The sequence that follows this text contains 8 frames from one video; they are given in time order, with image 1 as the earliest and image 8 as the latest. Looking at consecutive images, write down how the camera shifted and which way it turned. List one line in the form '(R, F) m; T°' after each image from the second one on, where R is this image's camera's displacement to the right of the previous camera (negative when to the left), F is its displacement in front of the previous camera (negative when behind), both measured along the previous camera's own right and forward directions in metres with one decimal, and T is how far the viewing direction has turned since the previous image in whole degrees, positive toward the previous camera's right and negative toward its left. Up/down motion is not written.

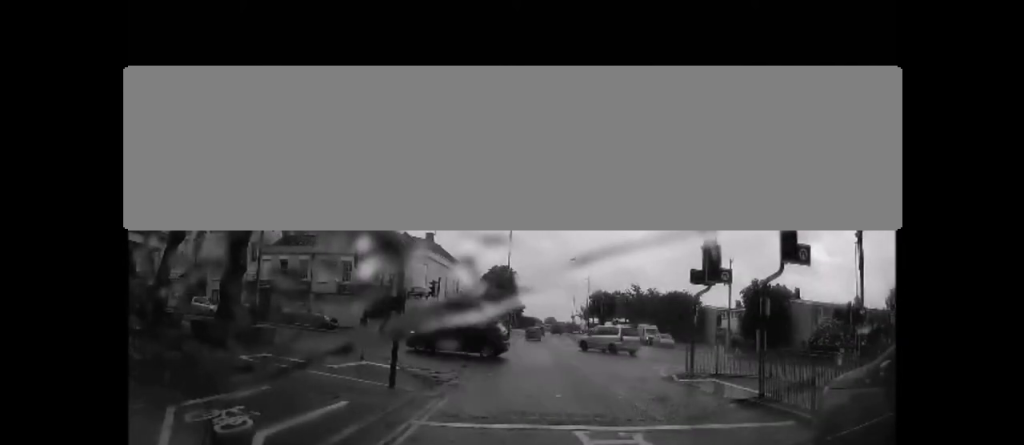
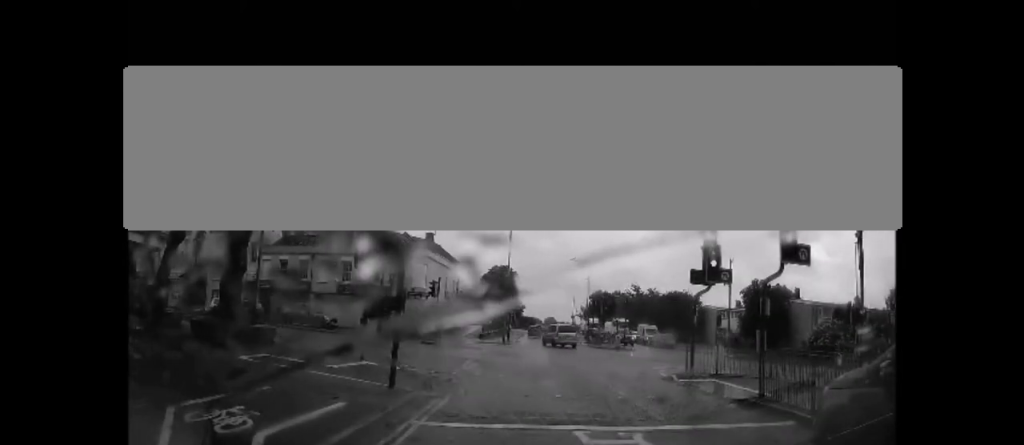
(0.0, 0.0) m; 0°
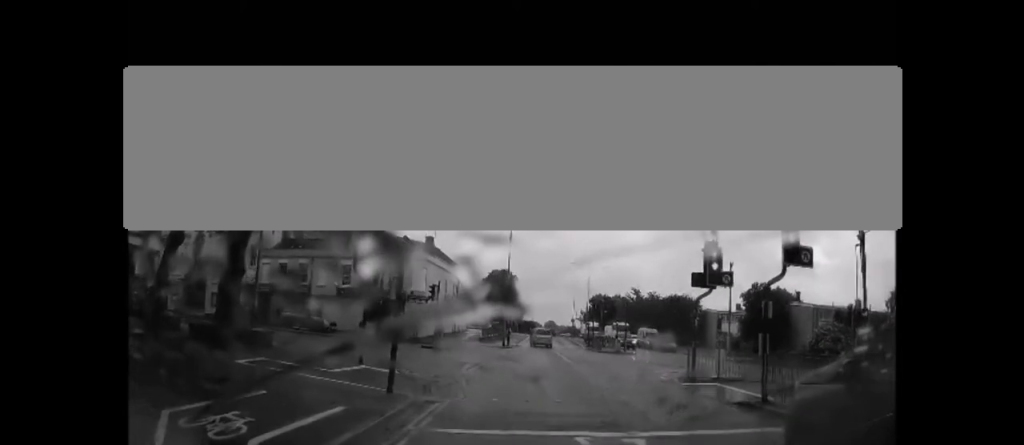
(0.0, 0.0) m; 0°
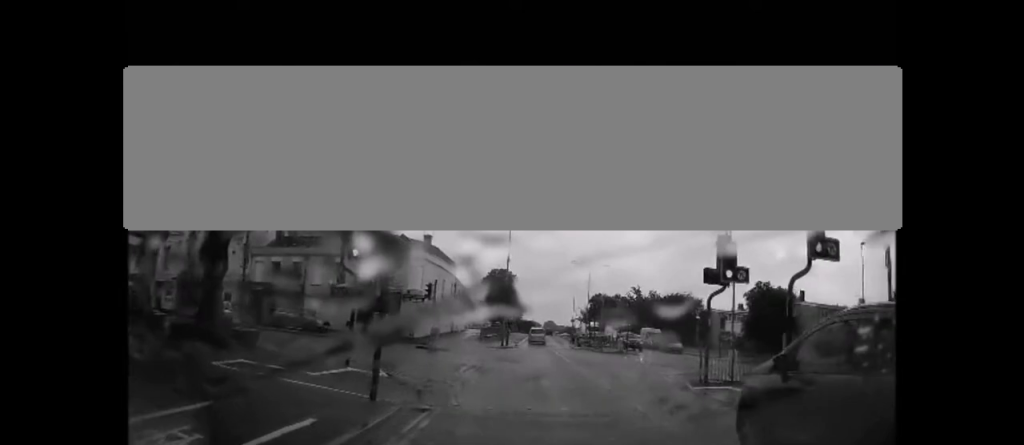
(0.0, 0.0) m; 0°
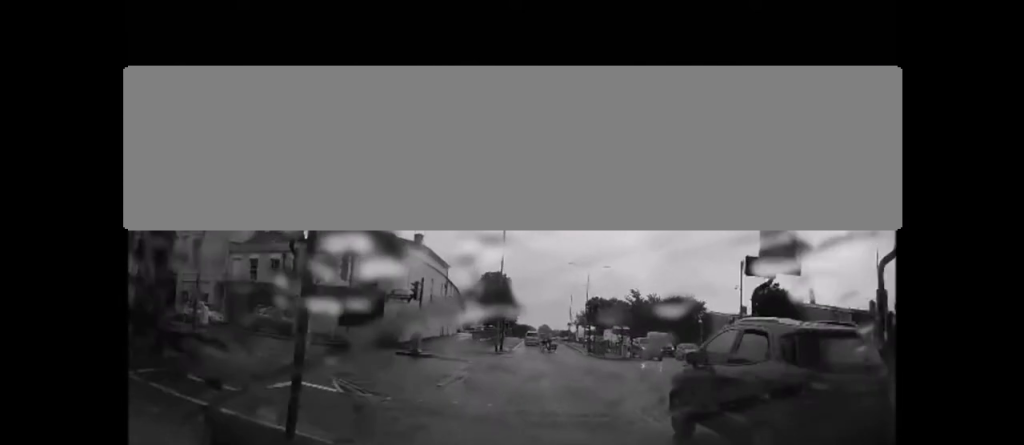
(-0.1, +0.4) m; 0°
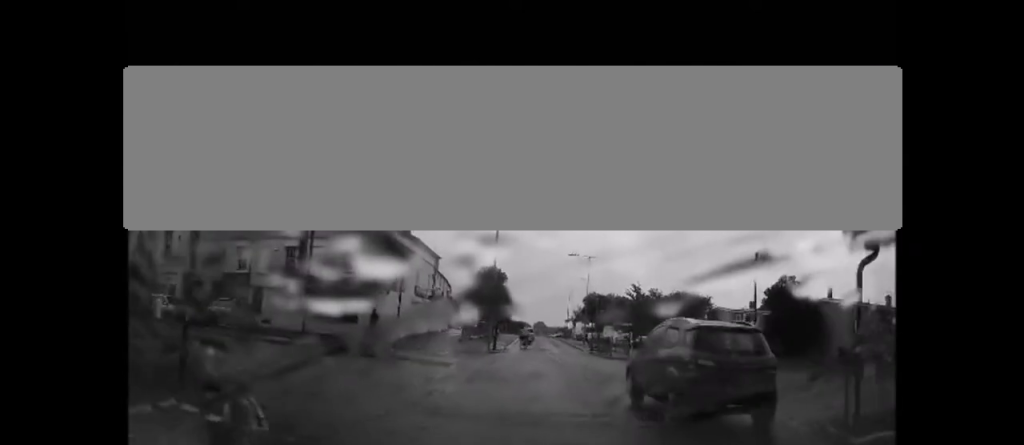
(-0.3, +2.4) m; +1°
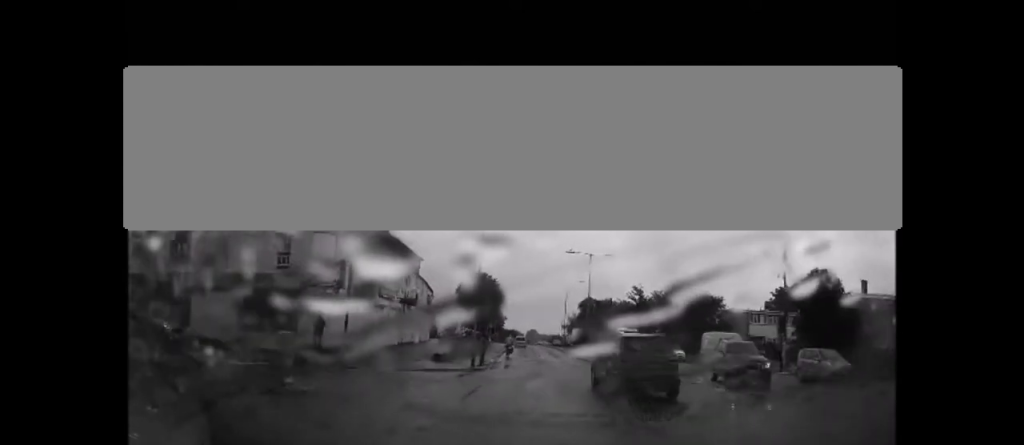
(+0.8, +7.6) m; +11°
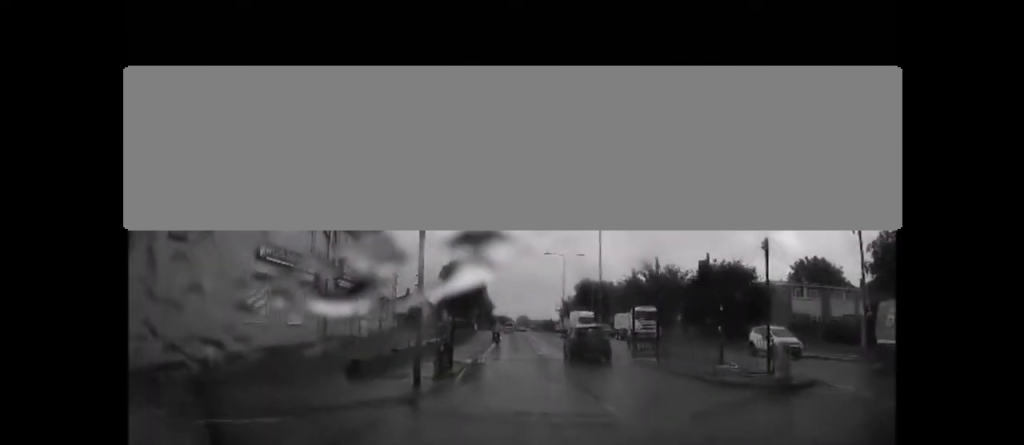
(+0.6, +12.2) m; +6°
